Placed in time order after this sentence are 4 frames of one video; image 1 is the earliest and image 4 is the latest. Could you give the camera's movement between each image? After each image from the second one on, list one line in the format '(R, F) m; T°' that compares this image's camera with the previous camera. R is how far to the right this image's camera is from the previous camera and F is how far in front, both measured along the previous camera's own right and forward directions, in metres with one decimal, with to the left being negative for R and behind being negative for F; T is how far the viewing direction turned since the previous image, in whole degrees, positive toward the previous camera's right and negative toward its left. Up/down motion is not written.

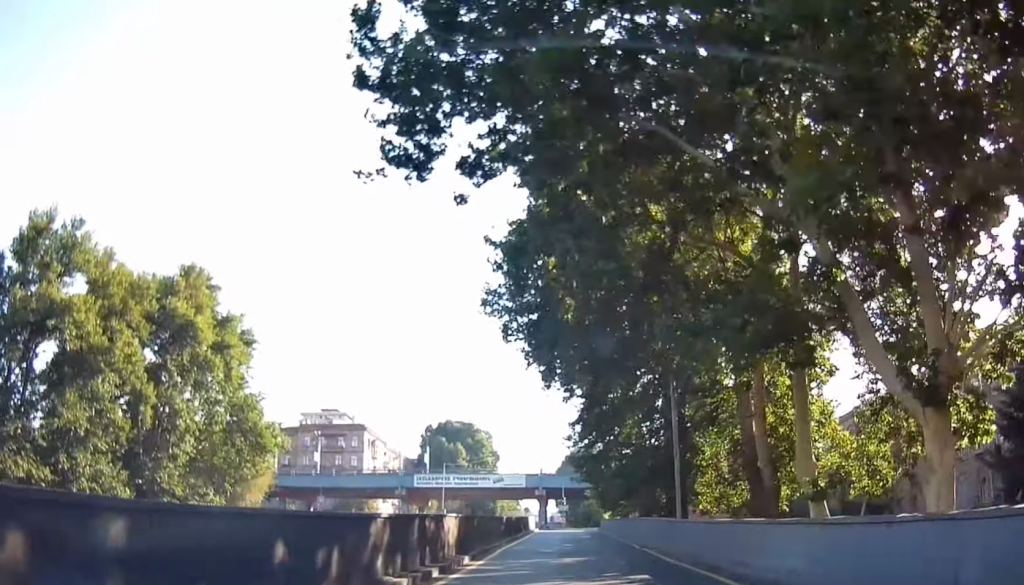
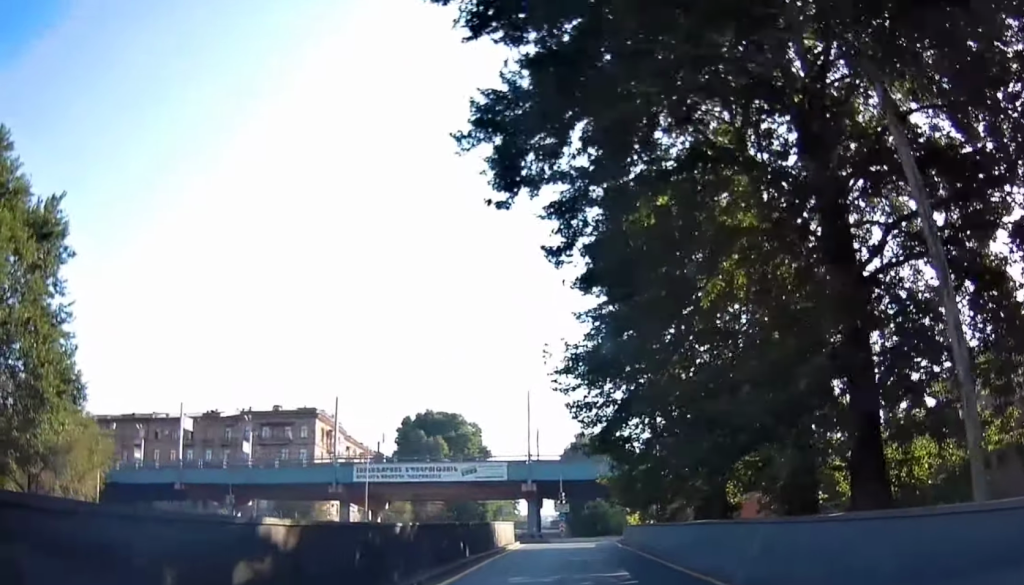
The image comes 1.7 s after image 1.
(+0.2, +25.6) m; +1°
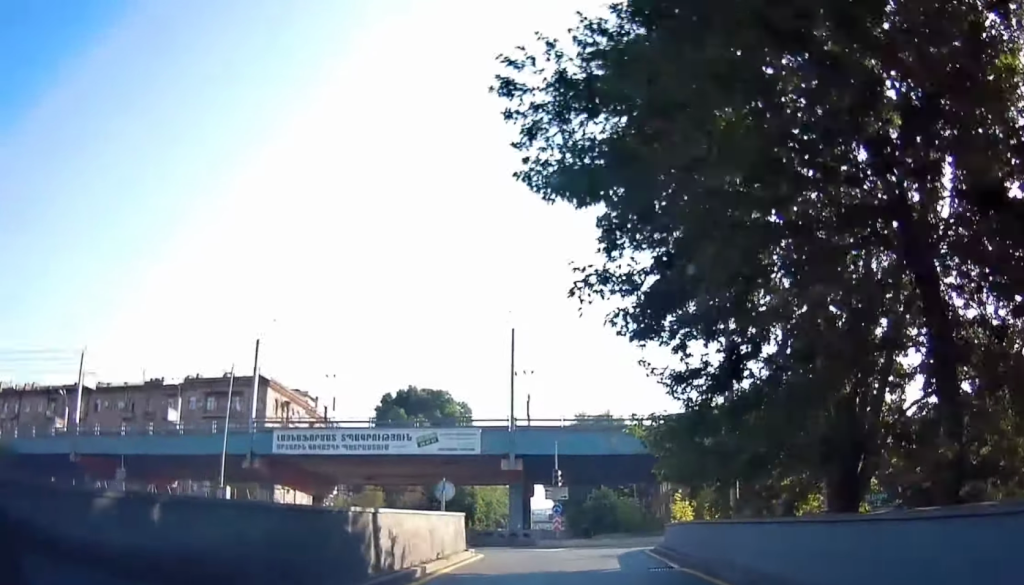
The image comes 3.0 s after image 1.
(0.0, +17.7) m; 0°
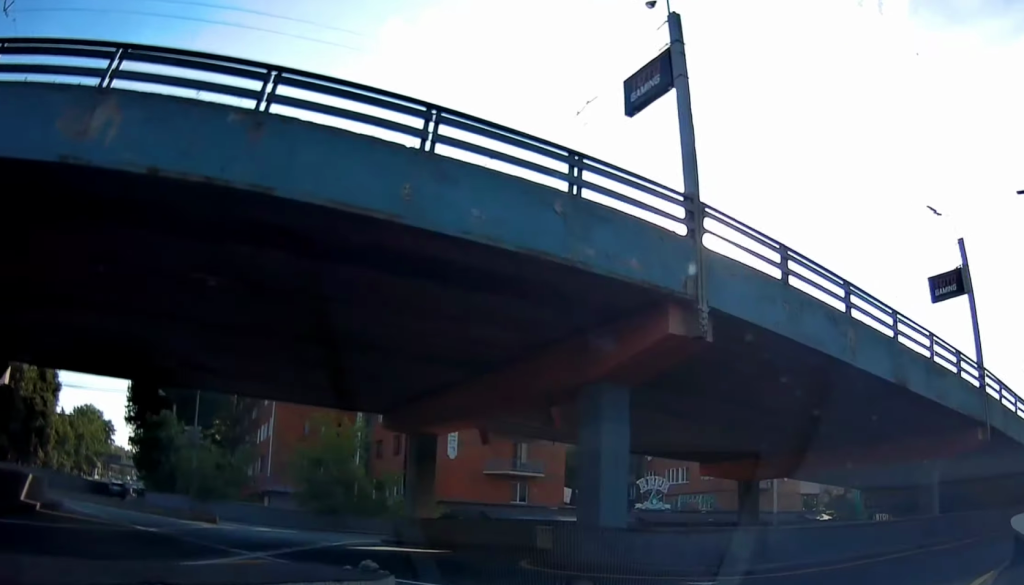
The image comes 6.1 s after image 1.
(+6.4, +33.7) m; +45°
